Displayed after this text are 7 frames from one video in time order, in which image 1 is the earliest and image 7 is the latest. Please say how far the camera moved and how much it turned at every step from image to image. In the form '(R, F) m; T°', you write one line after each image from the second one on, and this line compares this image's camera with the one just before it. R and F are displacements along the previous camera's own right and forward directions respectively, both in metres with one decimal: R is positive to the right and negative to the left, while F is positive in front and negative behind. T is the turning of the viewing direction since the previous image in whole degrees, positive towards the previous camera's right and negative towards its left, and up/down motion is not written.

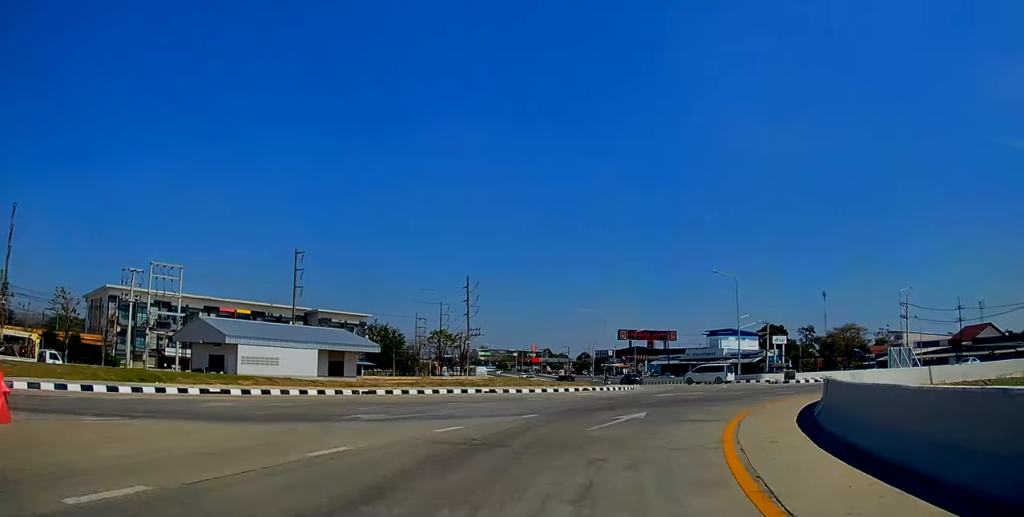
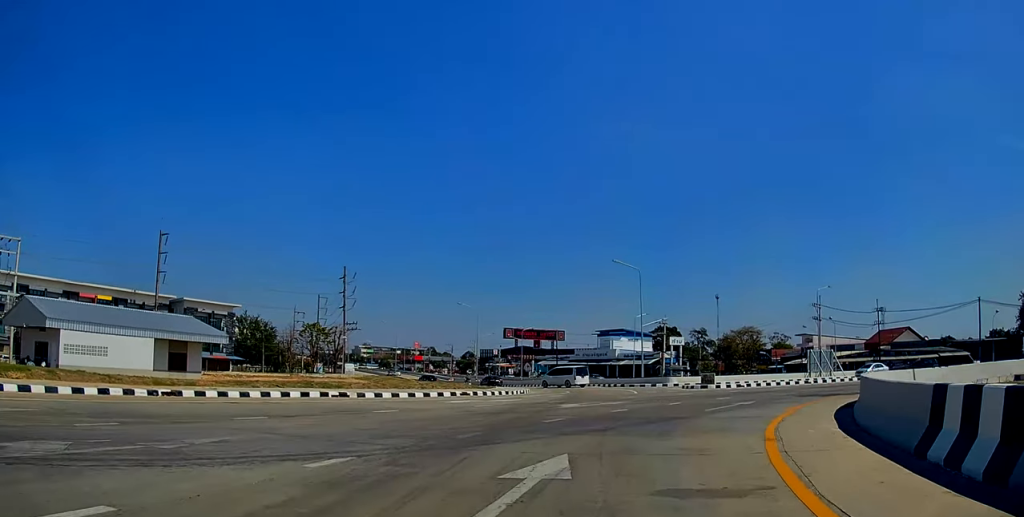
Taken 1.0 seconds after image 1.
(+0.9, +8.8) m; +9°
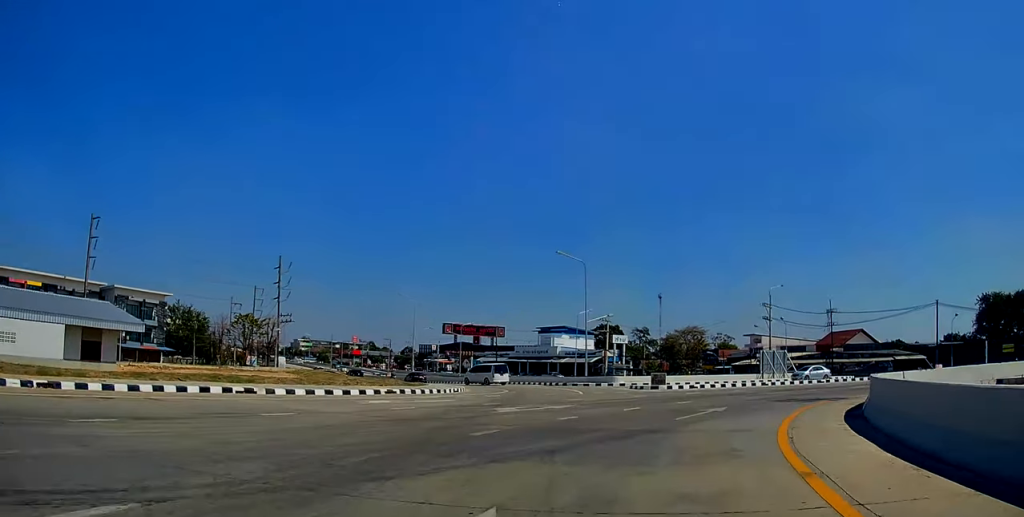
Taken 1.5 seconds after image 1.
(+0.2, +3.6) m; +4°
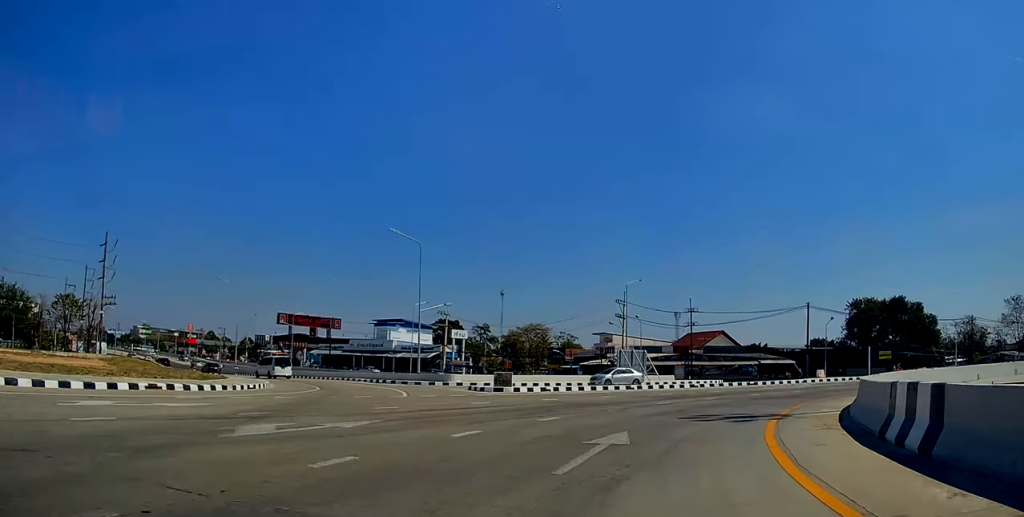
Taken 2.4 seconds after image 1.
(+0.5, +7.5) m; +10°
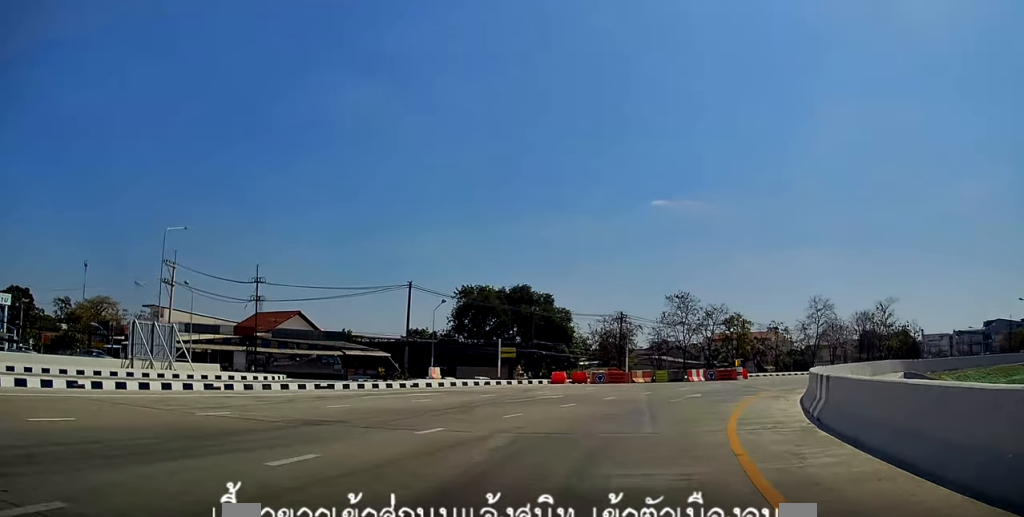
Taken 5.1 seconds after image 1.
(+7.6, +18.2) m; +45°
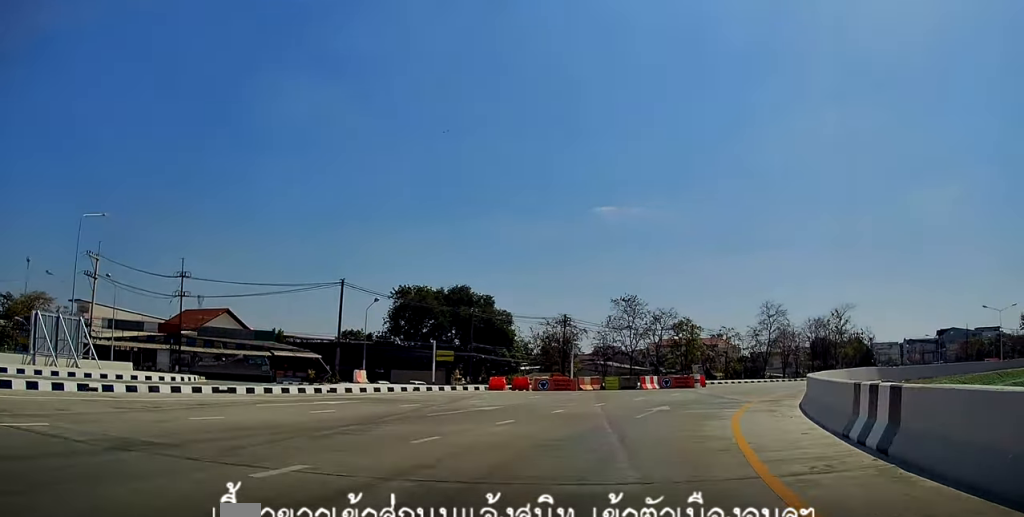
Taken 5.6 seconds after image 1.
(+0.3, +4.1) m; +4°
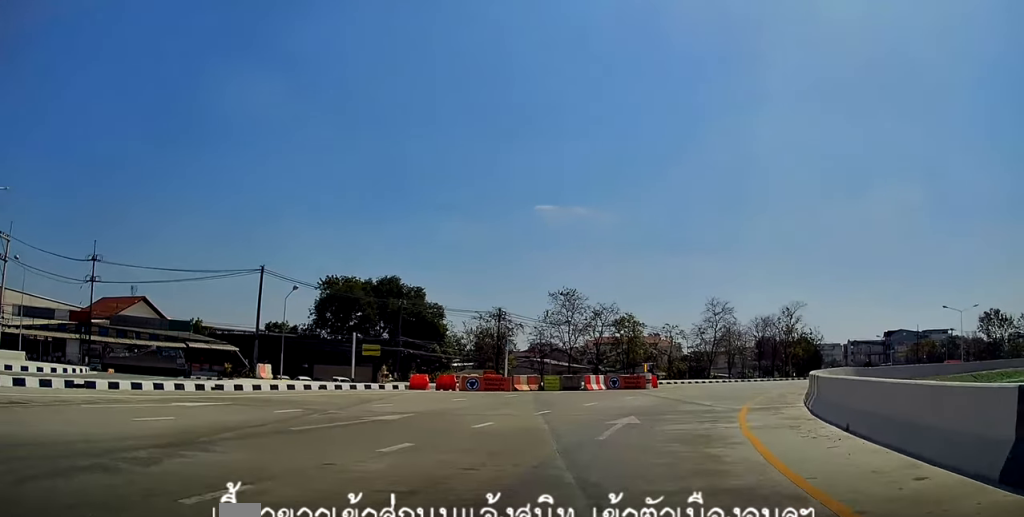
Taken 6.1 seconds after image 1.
(+0.1, +4.7) m; +4°
